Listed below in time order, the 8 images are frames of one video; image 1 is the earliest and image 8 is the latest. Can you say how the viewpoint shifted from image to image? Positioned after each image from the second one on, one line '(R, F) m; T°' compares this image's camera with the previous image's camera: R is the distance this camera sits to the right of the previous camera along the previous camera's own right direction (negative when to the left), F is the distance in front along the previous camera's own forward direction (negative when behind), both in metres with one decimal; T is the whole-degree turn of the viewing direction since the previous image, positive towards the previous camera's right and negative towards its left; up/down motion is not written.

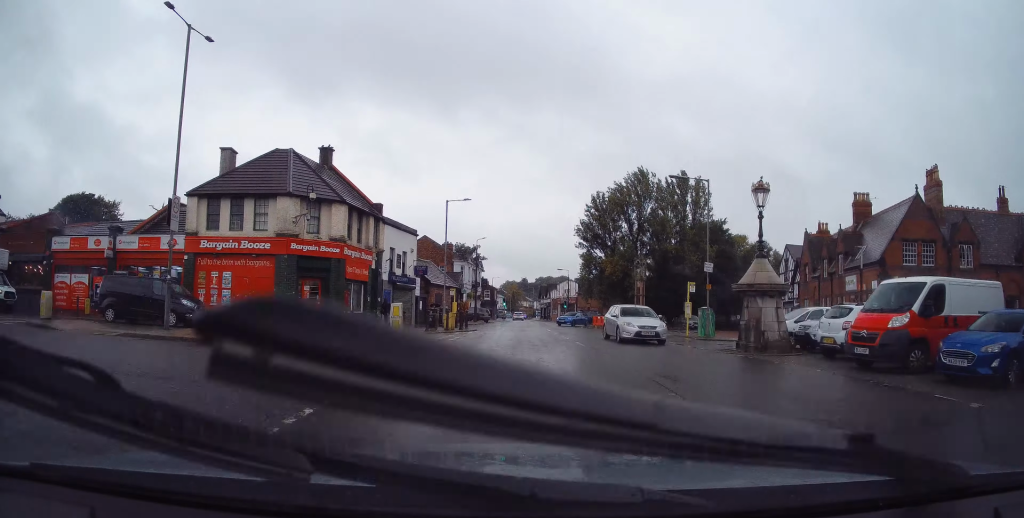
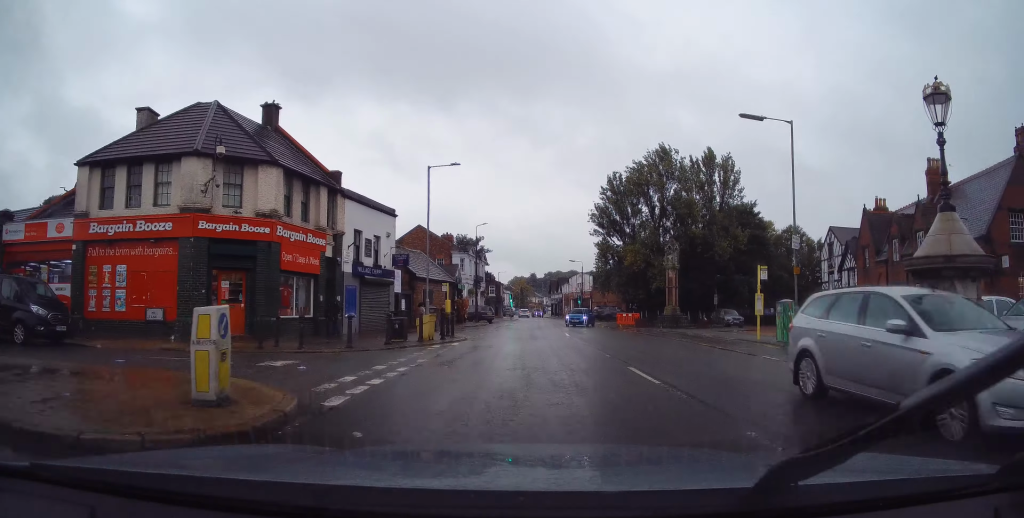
(-0.1, +8.6) m; +2°
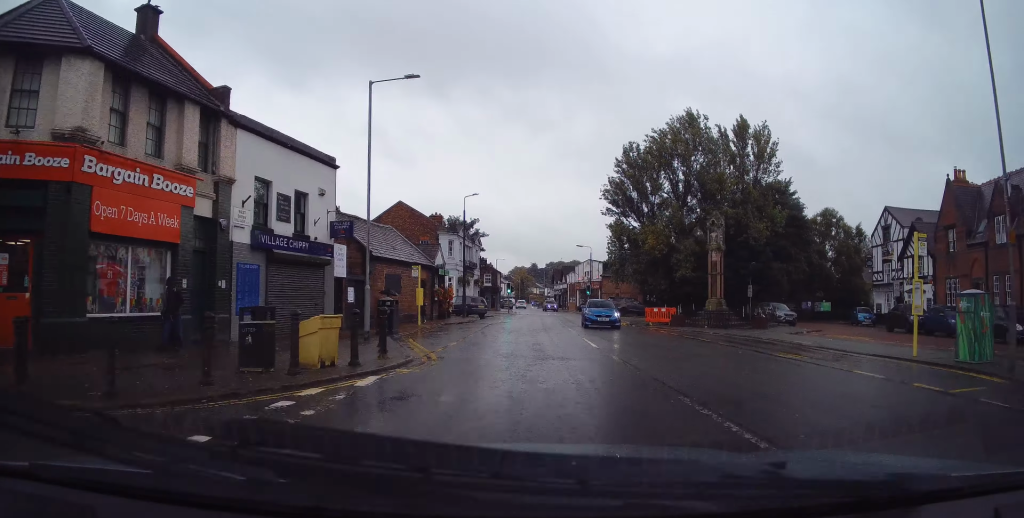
(+0.5, +10.0) m; 0°
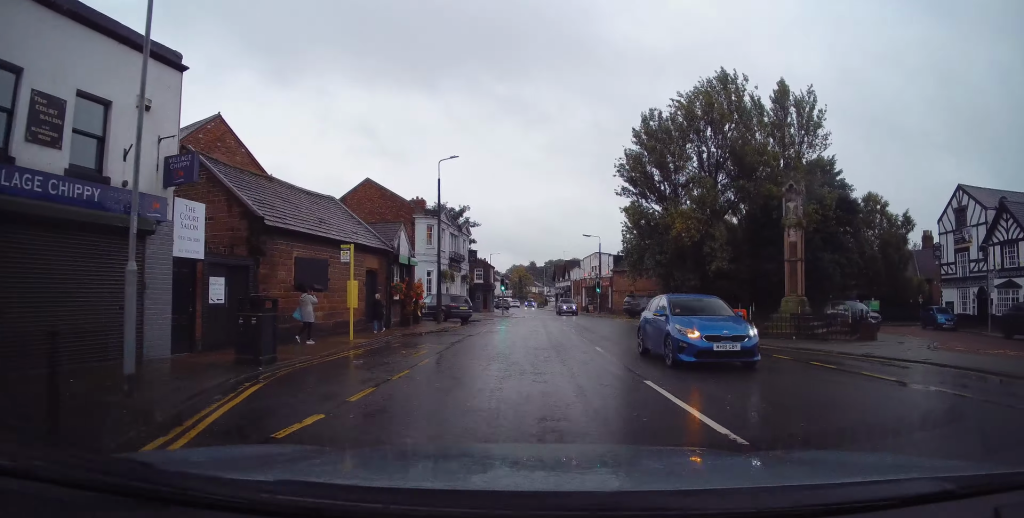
(-0.5, +10.1) m; -4°
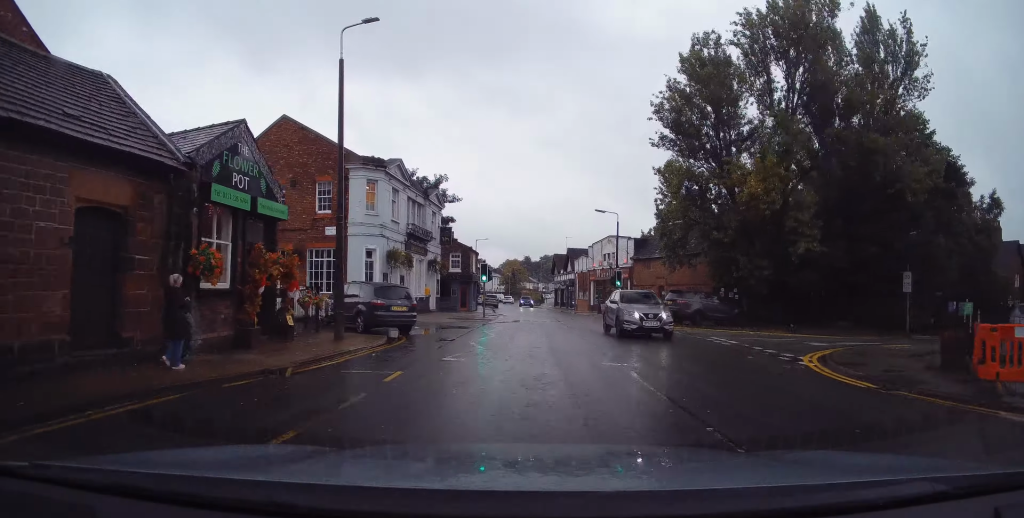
(-0.1, +14.5) m; +1°
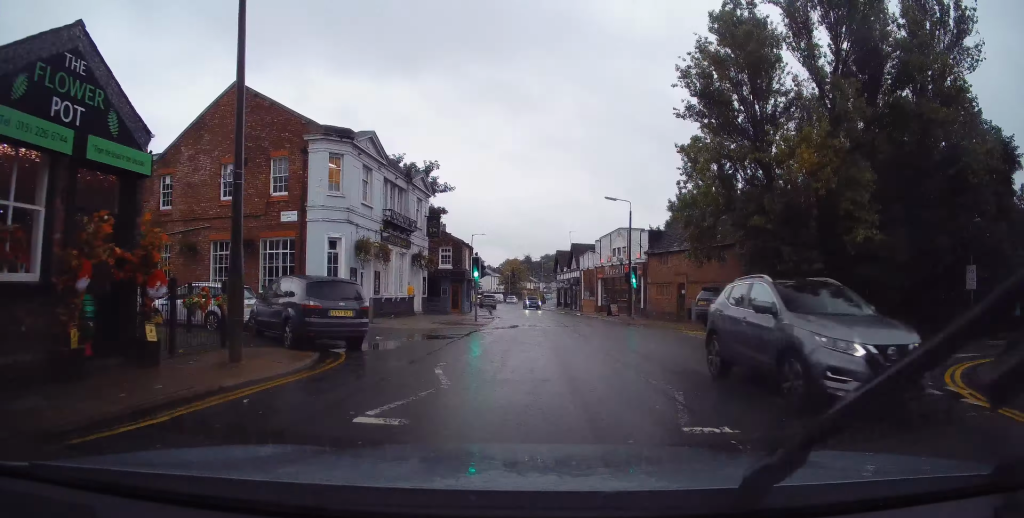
(0.0, +5.3) m; +1°
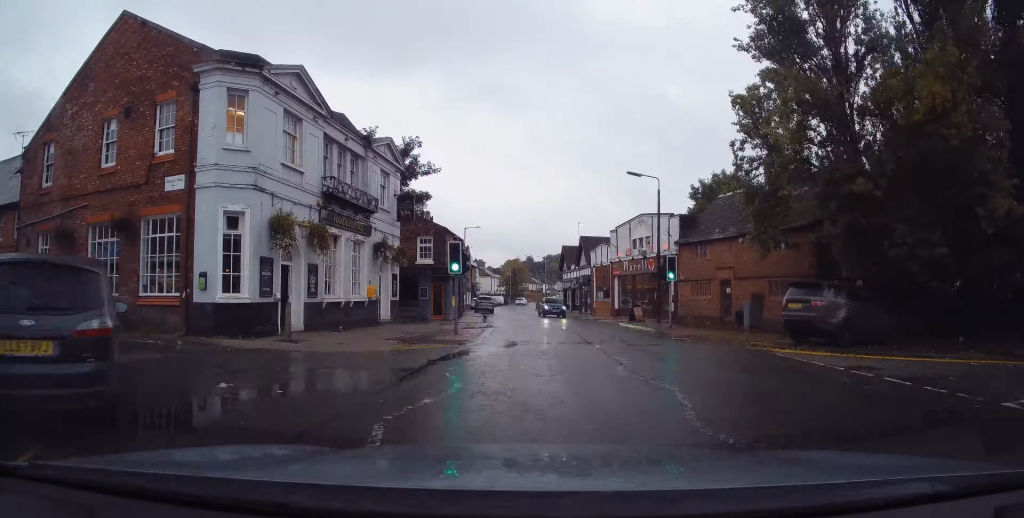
(+0.1, +8.2) m; -1°
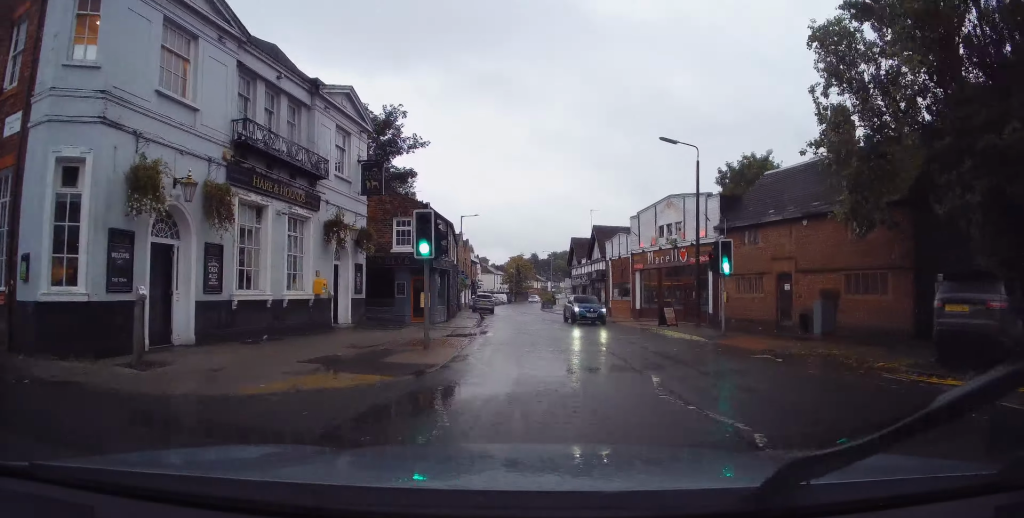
(-0.1, +6.3) m; 0°
